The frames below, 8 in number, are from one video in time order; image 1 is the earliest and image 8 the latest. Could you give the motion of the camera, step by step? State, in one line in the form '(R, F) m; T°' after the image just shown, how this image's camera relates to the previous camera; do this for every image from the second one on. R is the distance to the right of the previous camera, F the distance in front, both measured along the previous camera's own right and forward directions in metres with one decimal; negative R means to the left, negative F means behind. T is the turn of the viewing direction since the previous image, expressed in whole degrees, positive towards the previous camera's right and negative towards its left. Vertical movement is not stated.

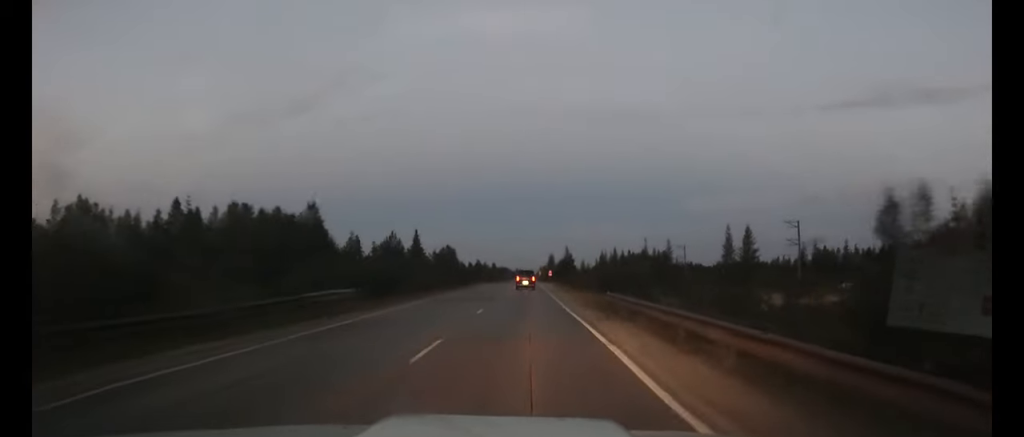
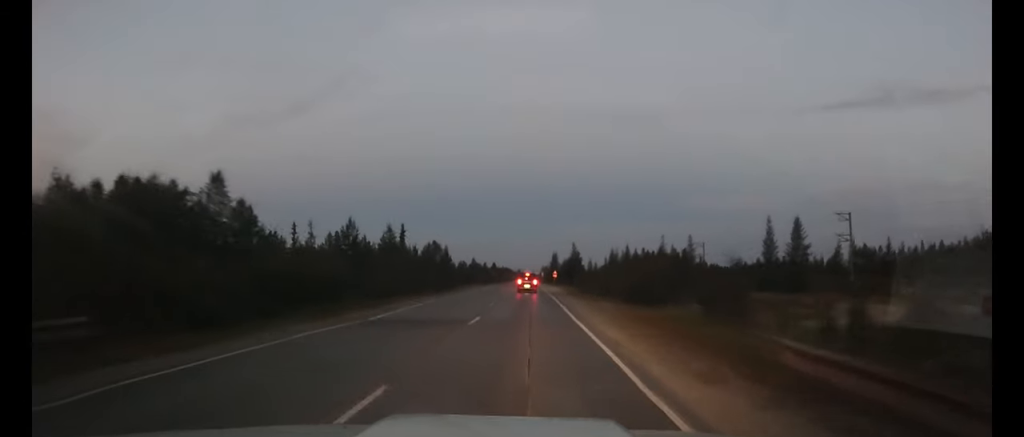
(0.0, +16.7) m; 0°
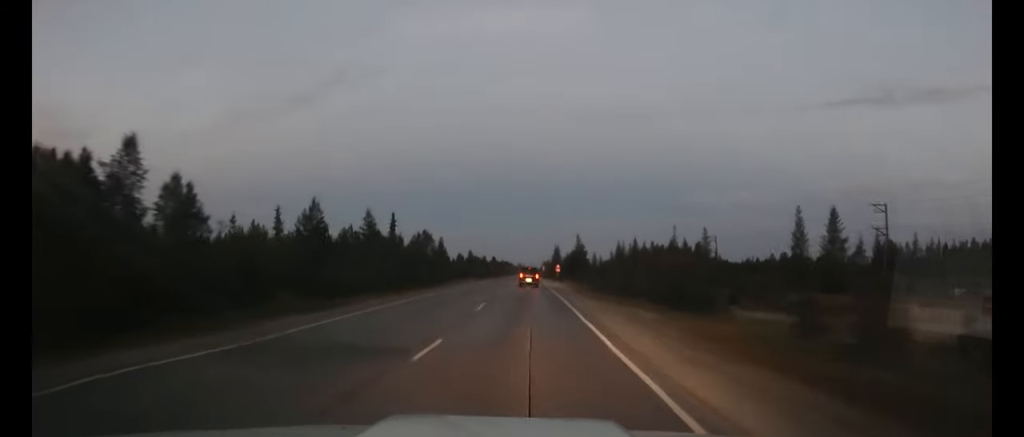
(0.0, +9.0) m; 0°
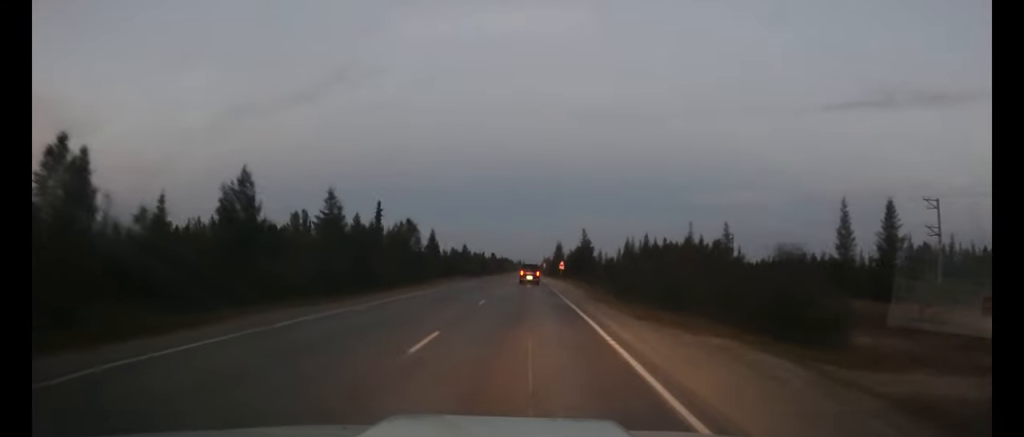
(0.0, +10.9) m; 0°
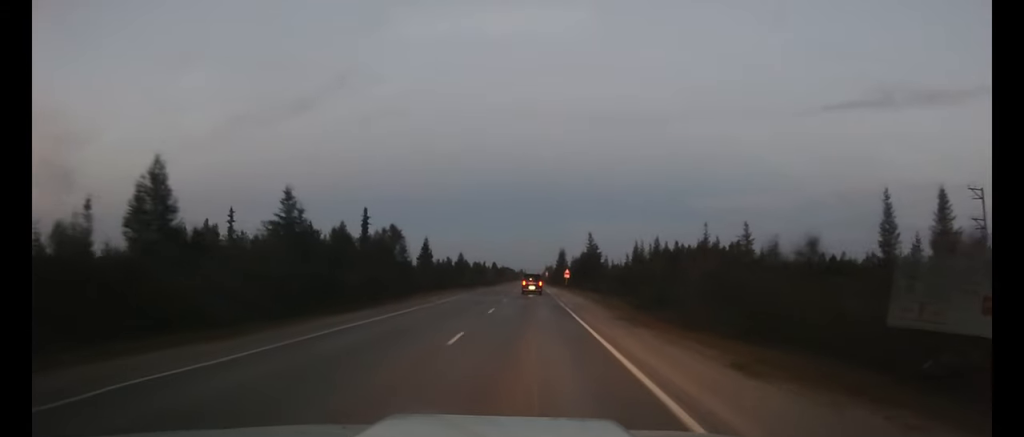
(0.0, +8.4) m; 0°
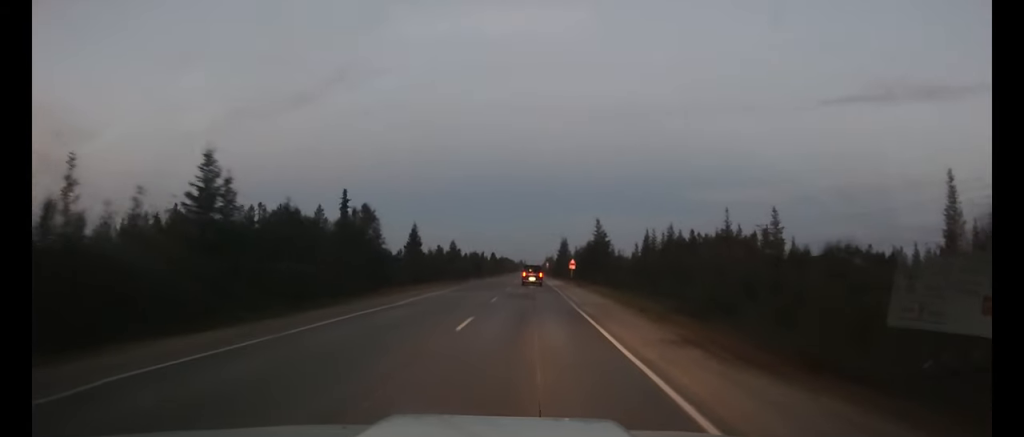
(0.0, +10.3) m; 0°
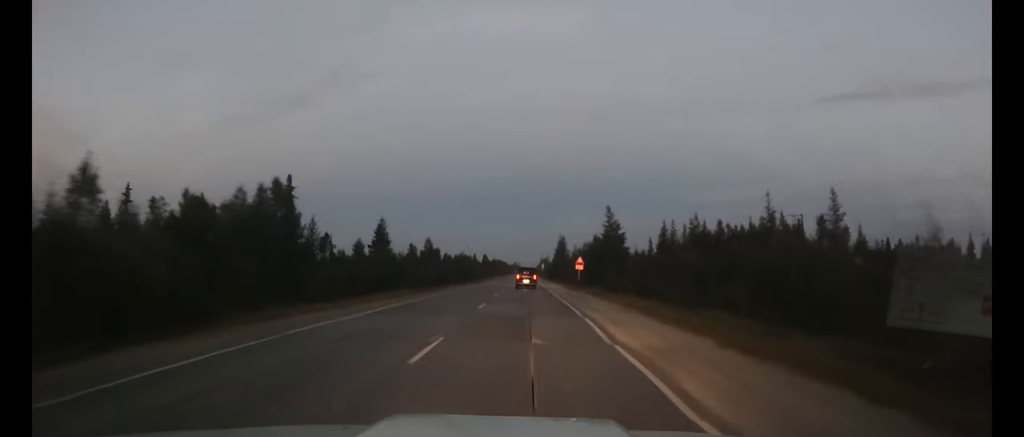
(0.0, +17.5) m; 0°
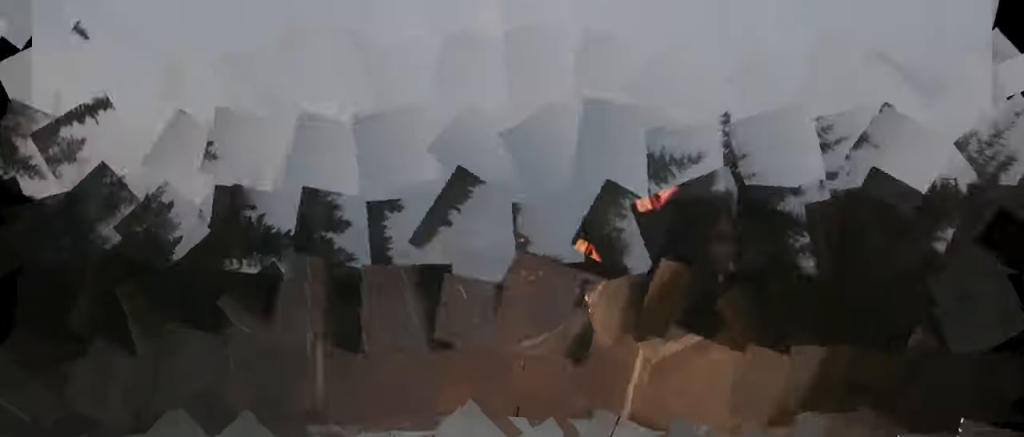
(+0.2, +29.1) m; 0°
